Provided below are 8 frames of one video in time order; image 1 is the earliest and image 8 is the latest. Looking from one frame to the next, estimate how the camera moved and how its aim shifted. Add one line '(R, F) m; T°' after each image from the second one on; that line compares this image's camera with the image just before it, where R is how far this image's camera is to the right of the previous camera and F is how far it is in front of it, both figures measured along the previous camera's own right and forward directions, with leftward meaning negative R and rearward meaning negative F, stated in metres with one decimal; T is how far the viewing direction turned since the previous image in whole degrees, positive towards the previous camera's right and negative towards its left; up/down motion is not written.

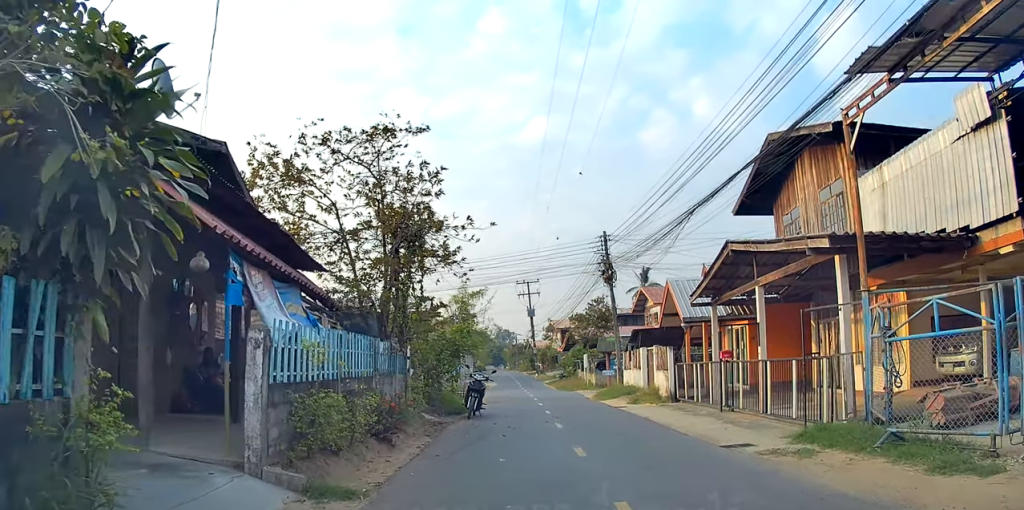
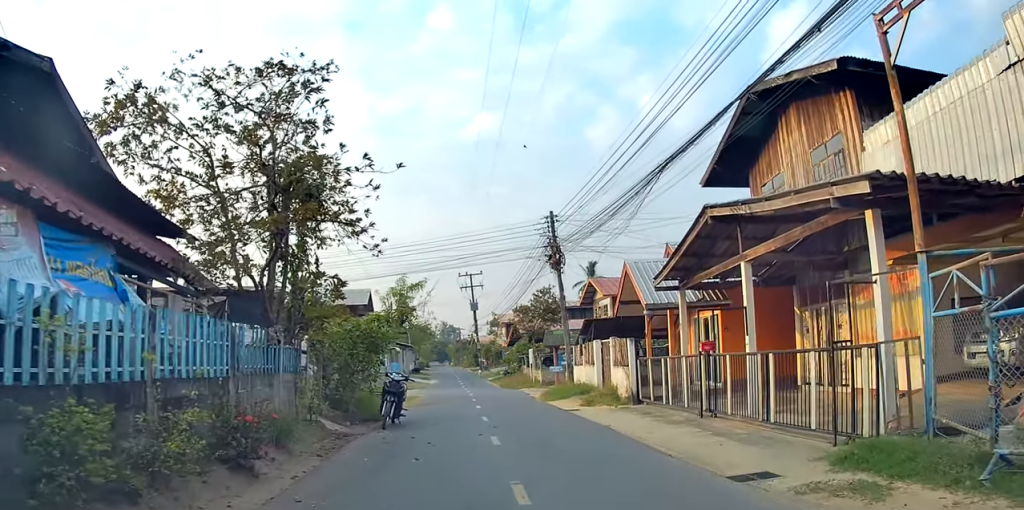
(-0.3, +1.7) m; +5°
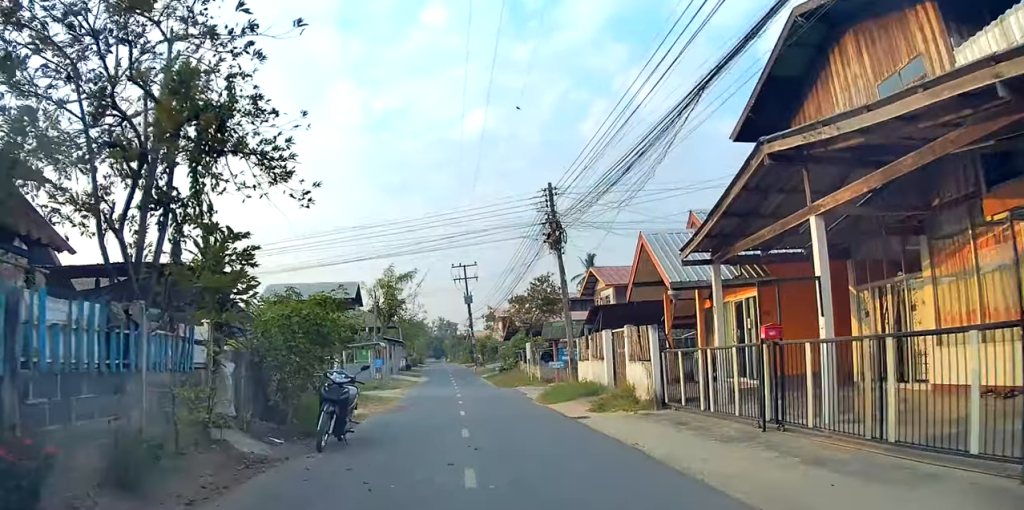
(+0.3, +3.0) m; +4°
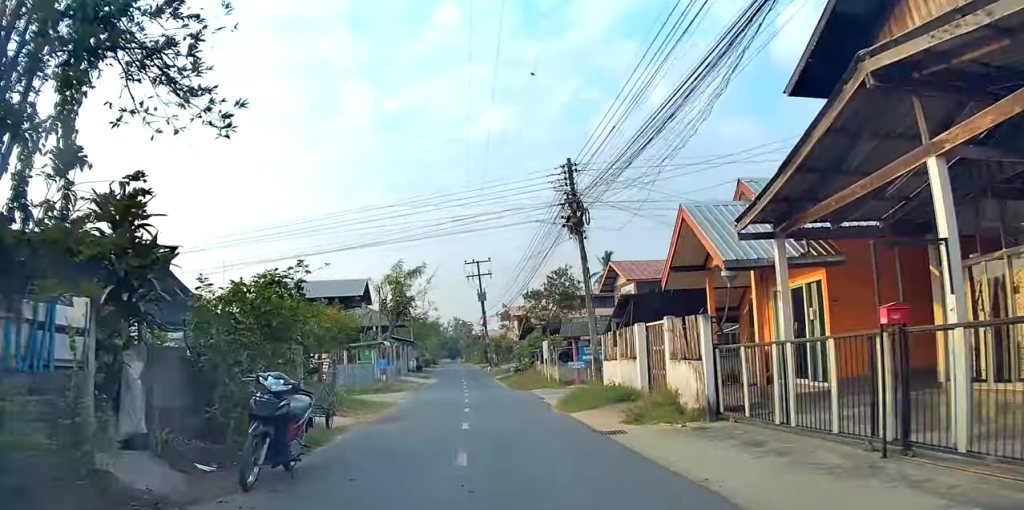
(0.0, +2.5) m; -2°
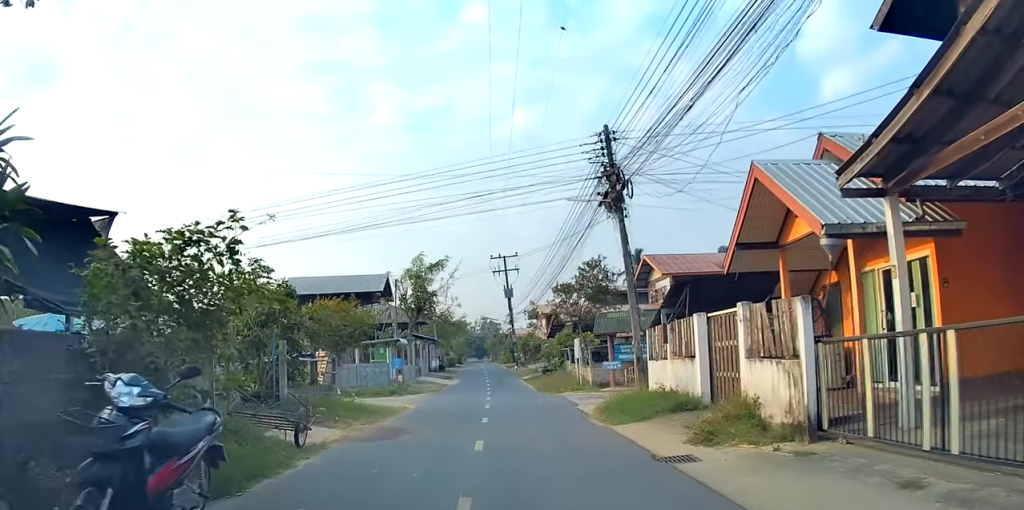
(-0.1, +2.6) m; -3°
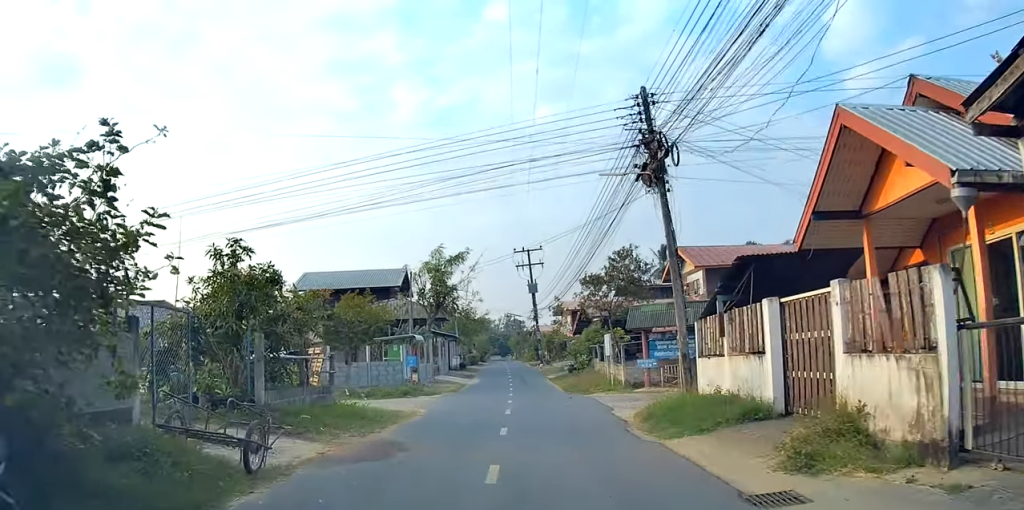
(0.0, +2.6) m; 0°
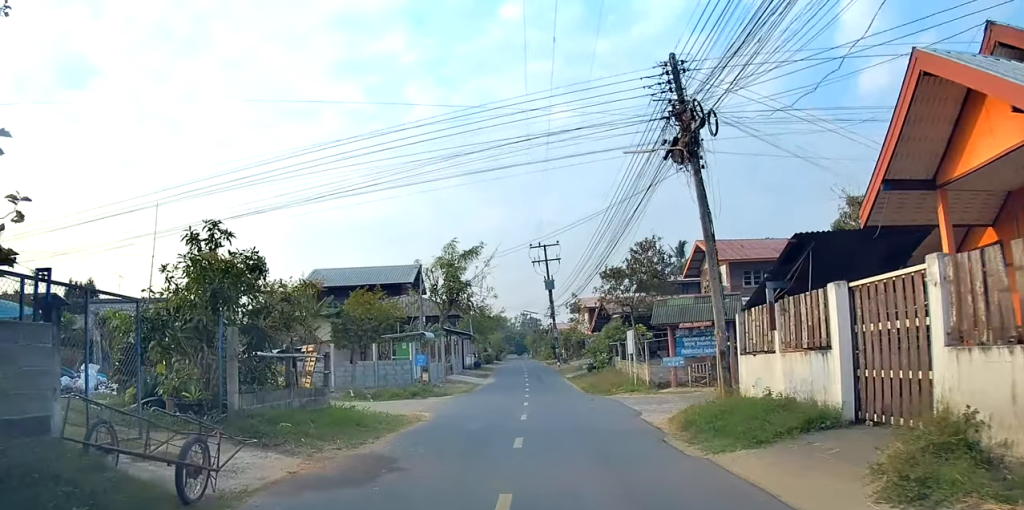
(0.0, +1.9) m; -1°
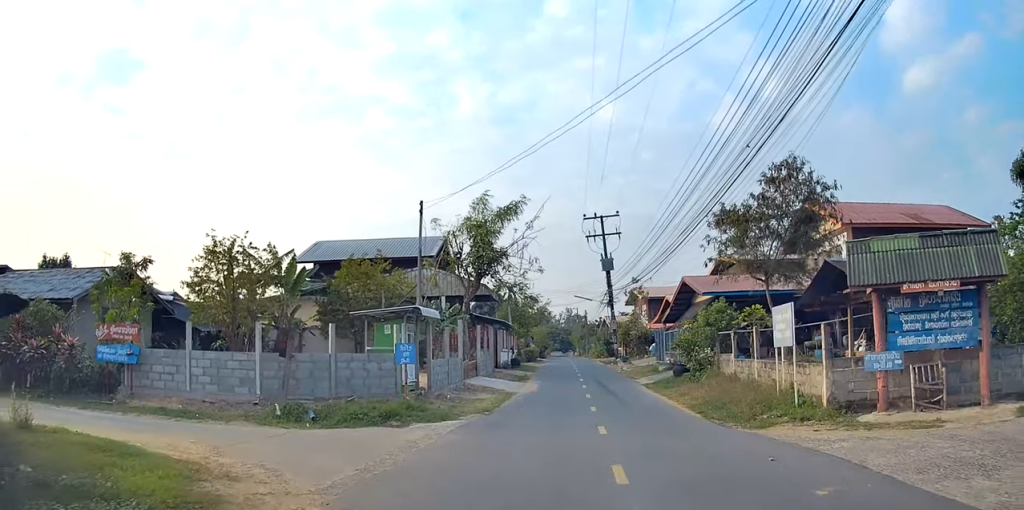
(-1.6, +11.1) m; -8°
